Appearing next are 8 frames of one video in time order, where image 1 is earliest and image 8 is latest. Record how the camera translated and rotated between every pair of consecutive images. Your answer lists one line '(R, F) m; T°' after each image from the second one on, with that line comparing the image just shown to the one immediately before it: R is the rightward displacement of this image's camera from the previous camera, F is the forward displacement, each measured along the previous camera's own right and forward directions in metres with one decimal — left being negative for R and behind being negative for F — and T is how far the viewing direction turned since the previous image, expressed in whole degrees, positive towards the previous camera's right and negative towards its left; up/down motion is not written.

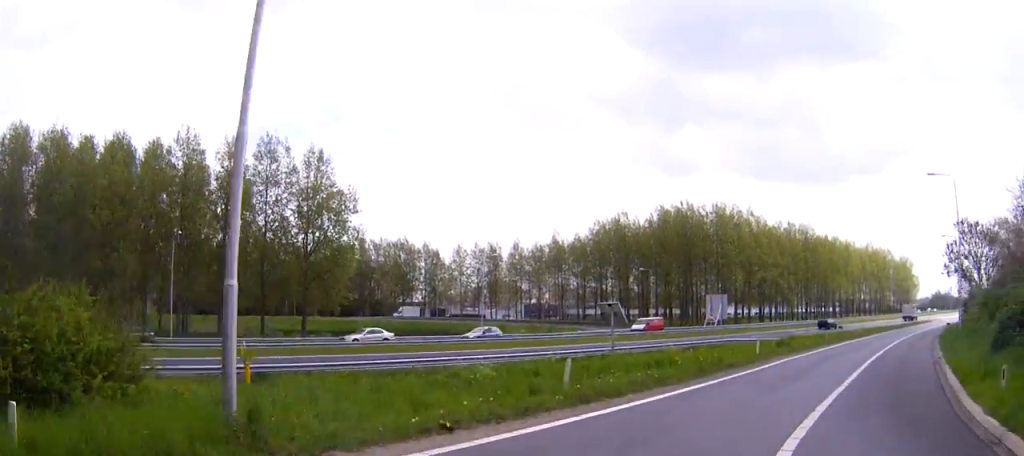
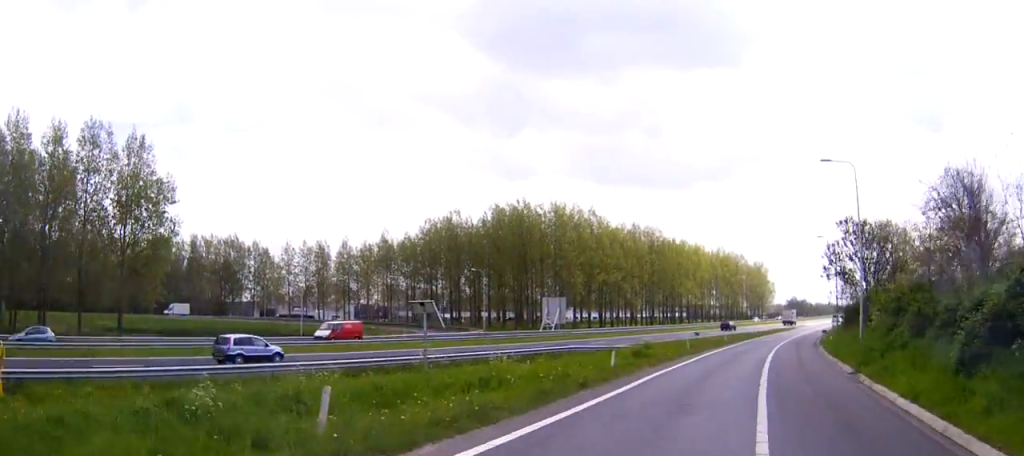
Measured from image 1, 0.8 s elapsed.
(+0.7, +5.9) m; +13°
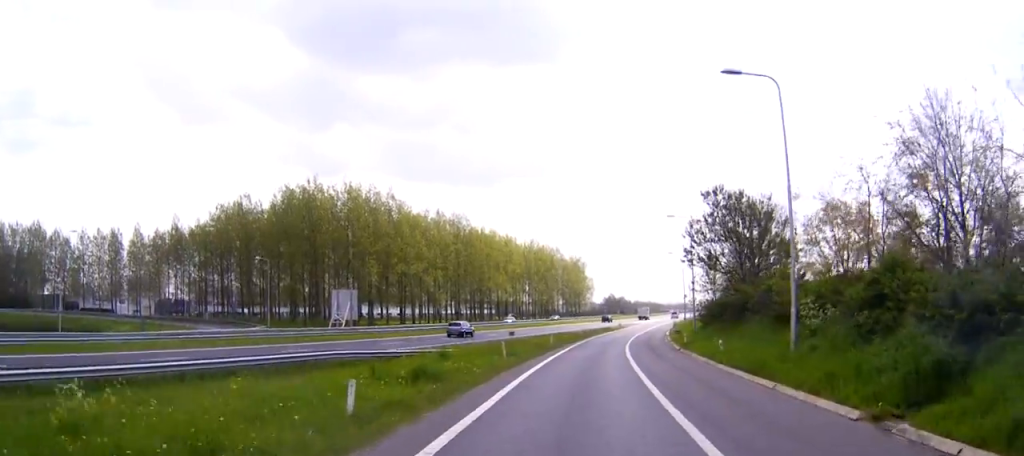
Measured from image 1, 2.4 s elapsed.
(+2.2, +13.5) m; +15°
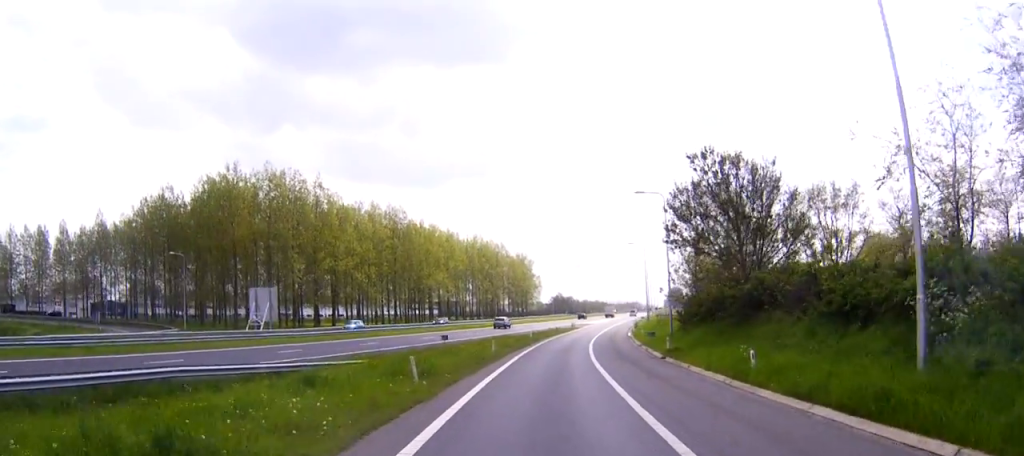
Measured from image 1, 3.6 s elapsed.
(+0.4, +11.1) m; +3°
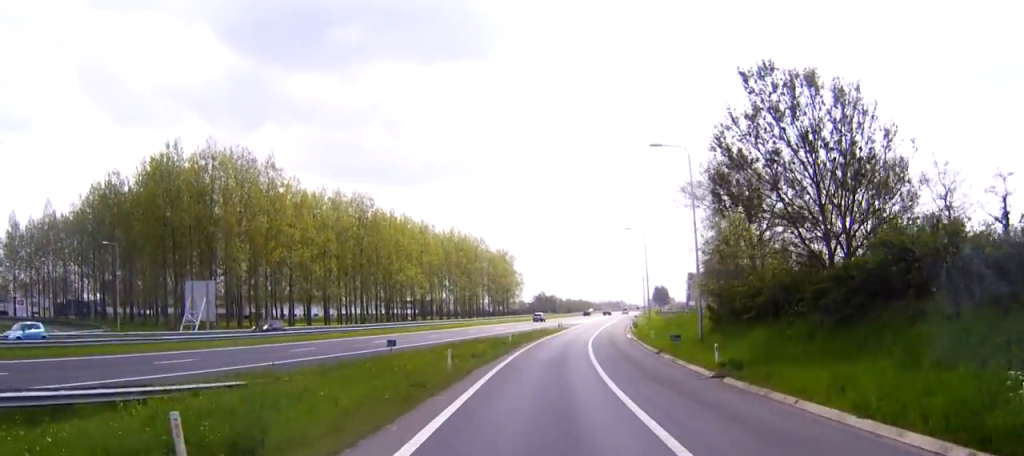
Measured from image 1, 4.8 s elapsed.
(+0.2, +12.8) m; +2°
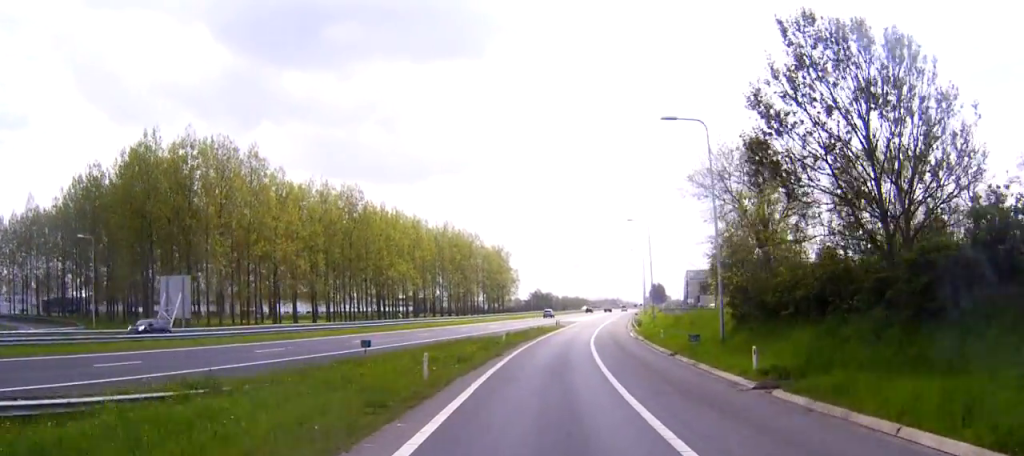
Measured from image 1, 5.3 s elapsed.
(0.0, +4.7) m; +1°
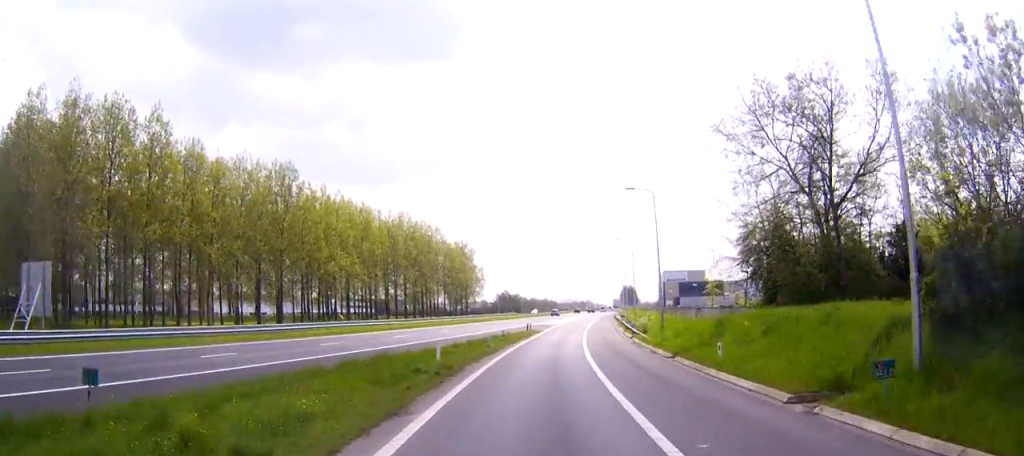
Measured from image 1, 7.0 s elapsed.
(+0.5, +19.3) m; +3°
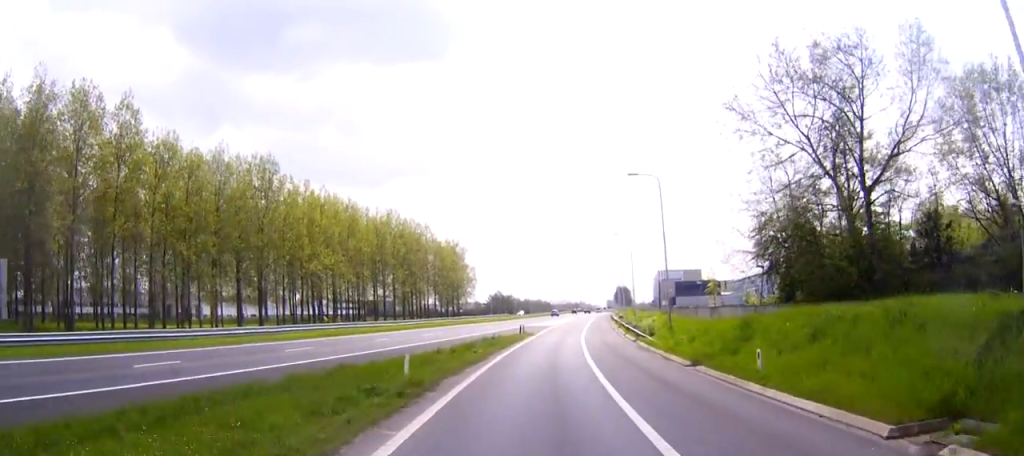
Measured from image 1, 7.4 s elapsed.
(0.0, +5.1) m; +1°
